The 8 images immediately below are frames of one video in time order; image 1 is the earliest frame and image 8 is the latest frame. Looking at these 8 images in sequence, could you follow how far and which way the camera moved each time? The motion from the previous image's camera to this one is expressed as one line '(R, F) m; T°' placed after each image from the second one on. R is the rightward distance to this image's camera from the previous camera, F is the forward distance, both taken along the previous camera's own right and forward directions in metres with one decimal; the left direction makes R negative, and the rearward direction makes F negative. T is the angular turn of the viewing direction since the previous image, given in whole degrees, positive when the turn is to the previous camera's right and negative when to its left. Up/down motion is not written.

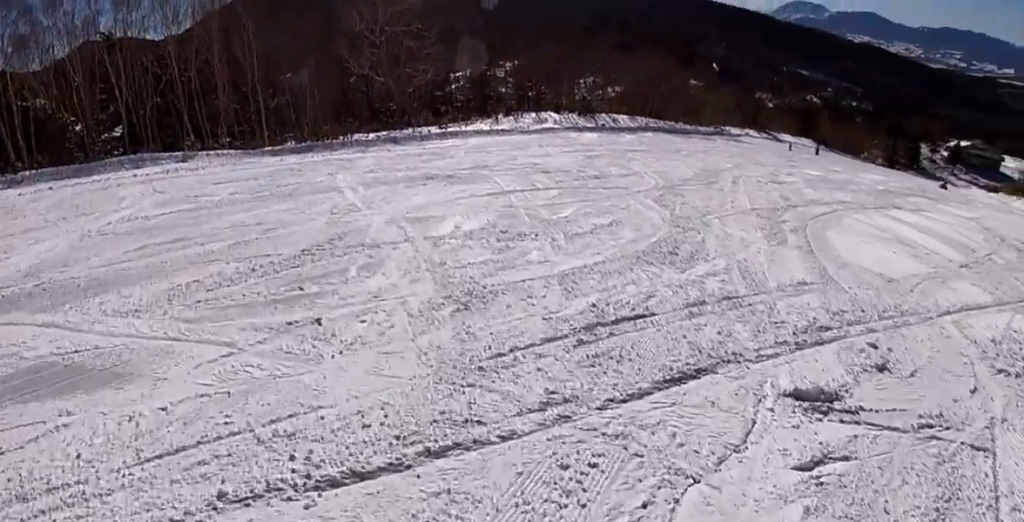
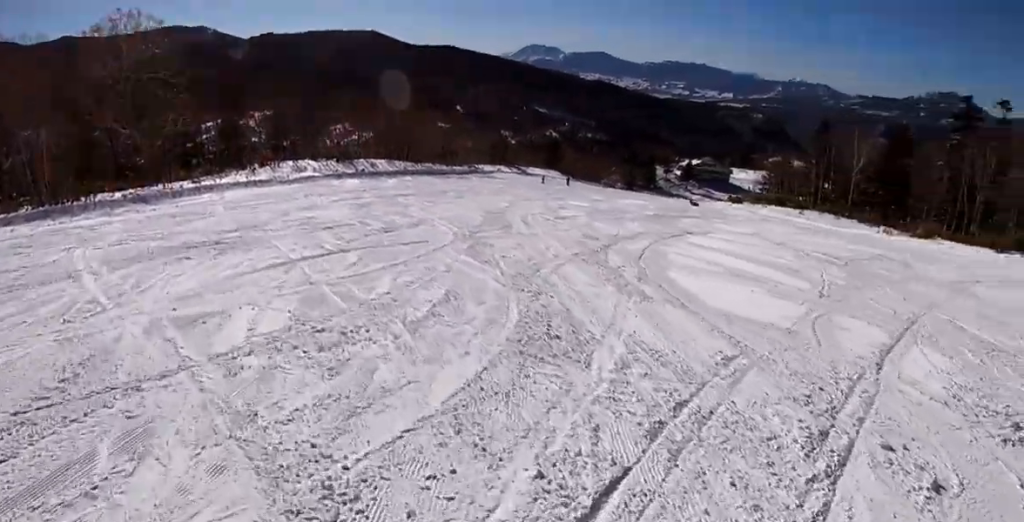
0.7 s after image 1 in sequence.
(-0.1, +2.4) m; +9°
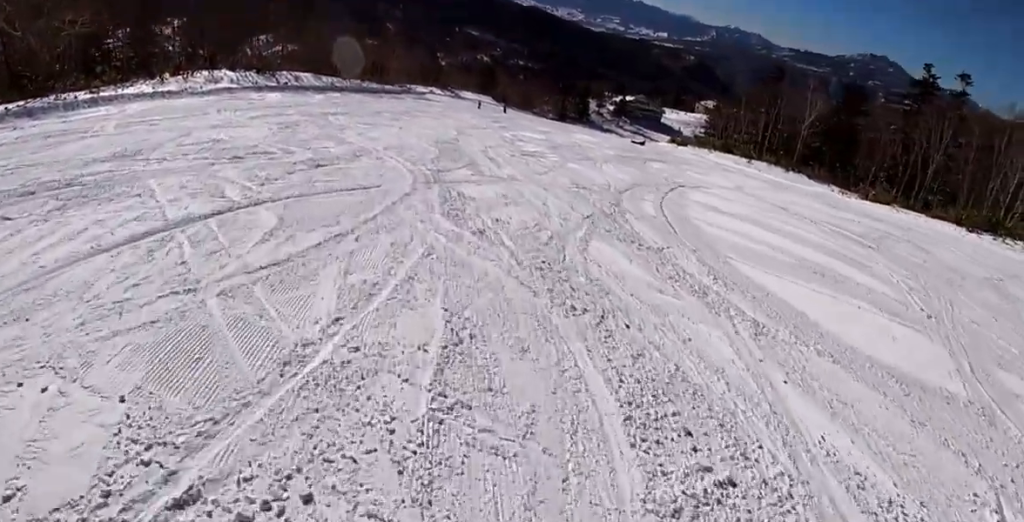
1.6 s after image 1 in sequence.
(-0.2, +2.9) m; +24°
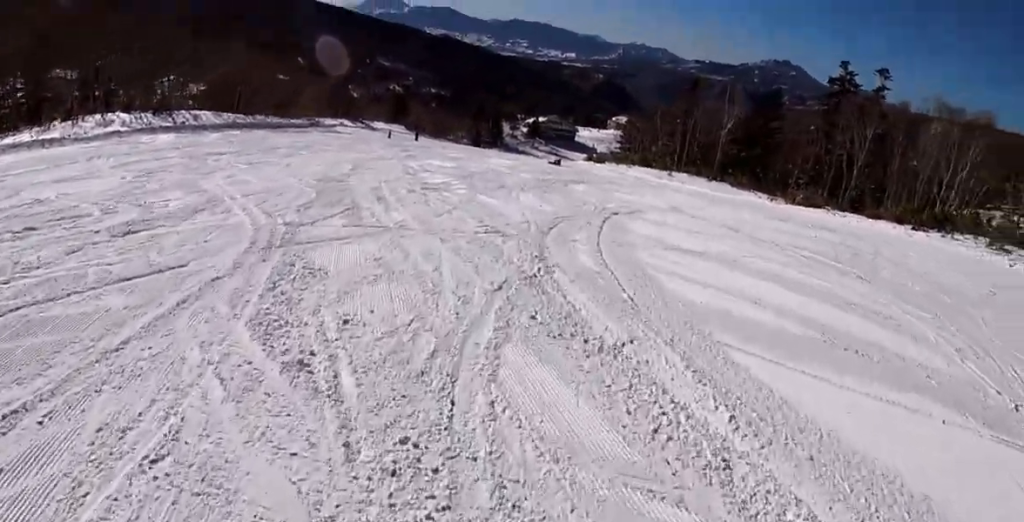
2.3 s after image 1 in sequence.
(+1.4, +2.6) m; +25°
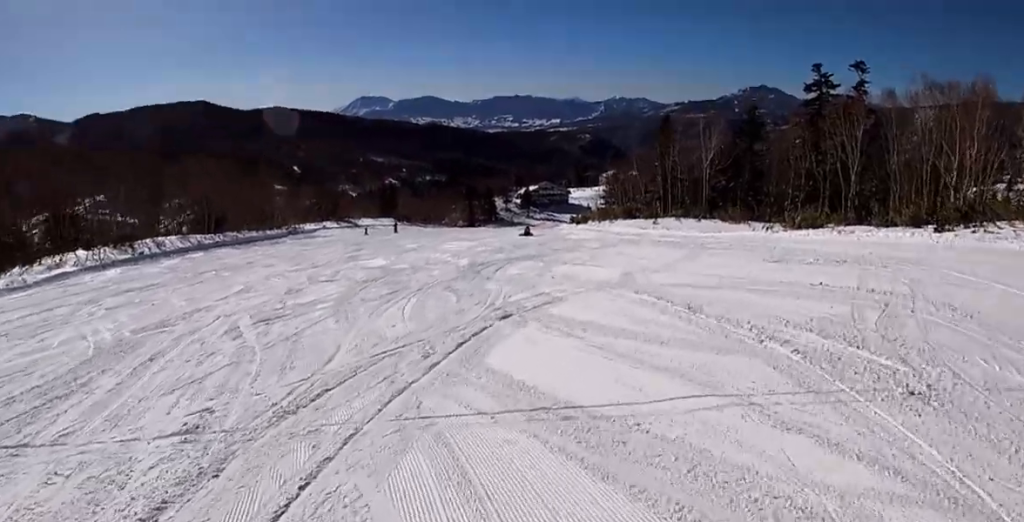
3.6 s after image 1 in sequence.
(-0.9, +5.4) m; -25°
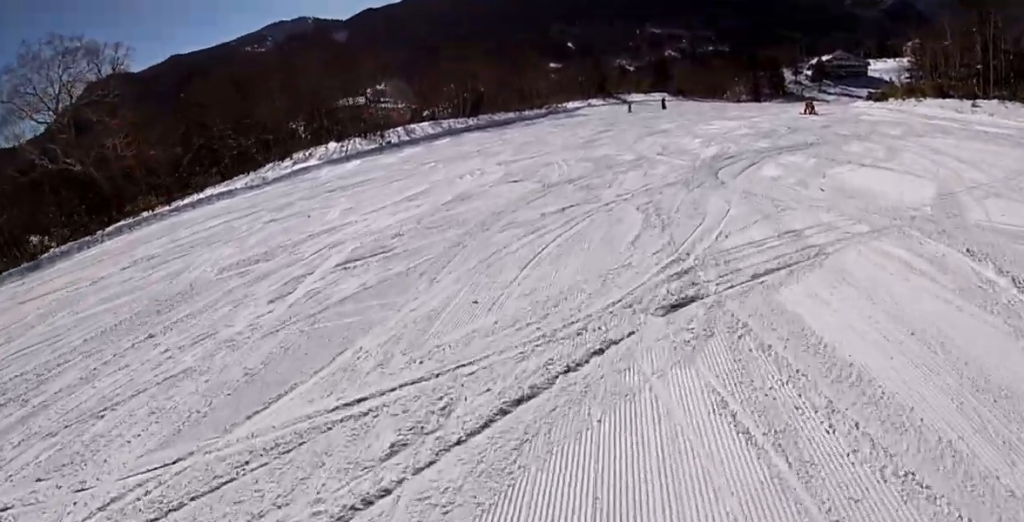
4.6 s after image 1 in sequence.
(-1.1, +4.7) m; -25°
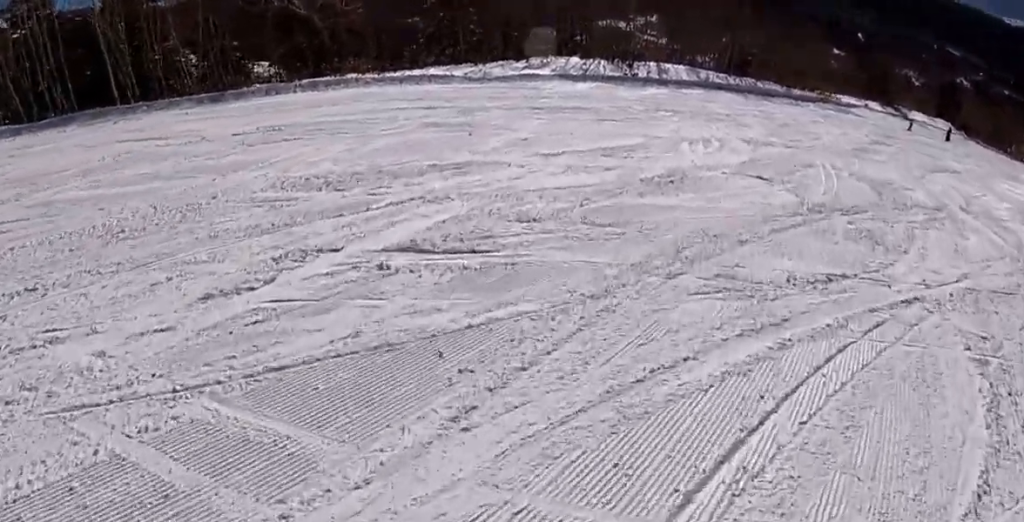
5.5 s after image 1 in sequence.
(-0.4, +3.7) m; -21°
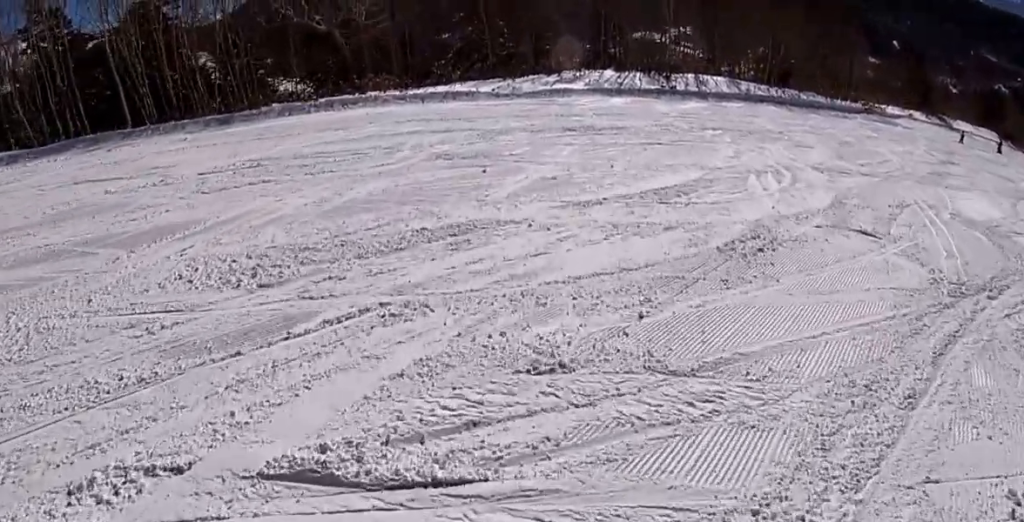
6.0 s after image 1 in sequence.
(-1.0, +2.6) m; -2°
